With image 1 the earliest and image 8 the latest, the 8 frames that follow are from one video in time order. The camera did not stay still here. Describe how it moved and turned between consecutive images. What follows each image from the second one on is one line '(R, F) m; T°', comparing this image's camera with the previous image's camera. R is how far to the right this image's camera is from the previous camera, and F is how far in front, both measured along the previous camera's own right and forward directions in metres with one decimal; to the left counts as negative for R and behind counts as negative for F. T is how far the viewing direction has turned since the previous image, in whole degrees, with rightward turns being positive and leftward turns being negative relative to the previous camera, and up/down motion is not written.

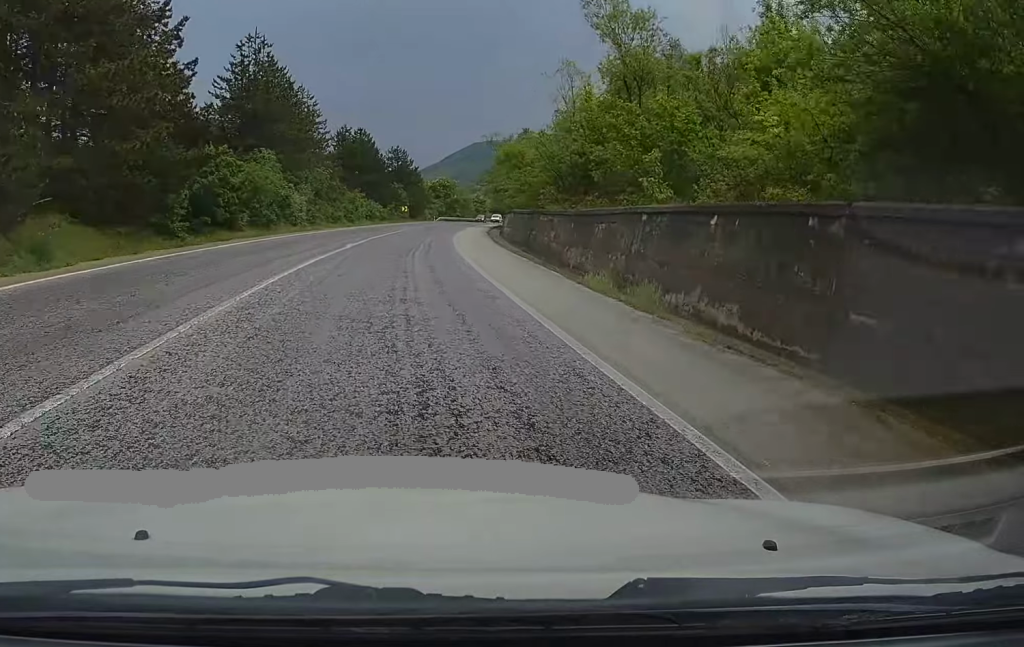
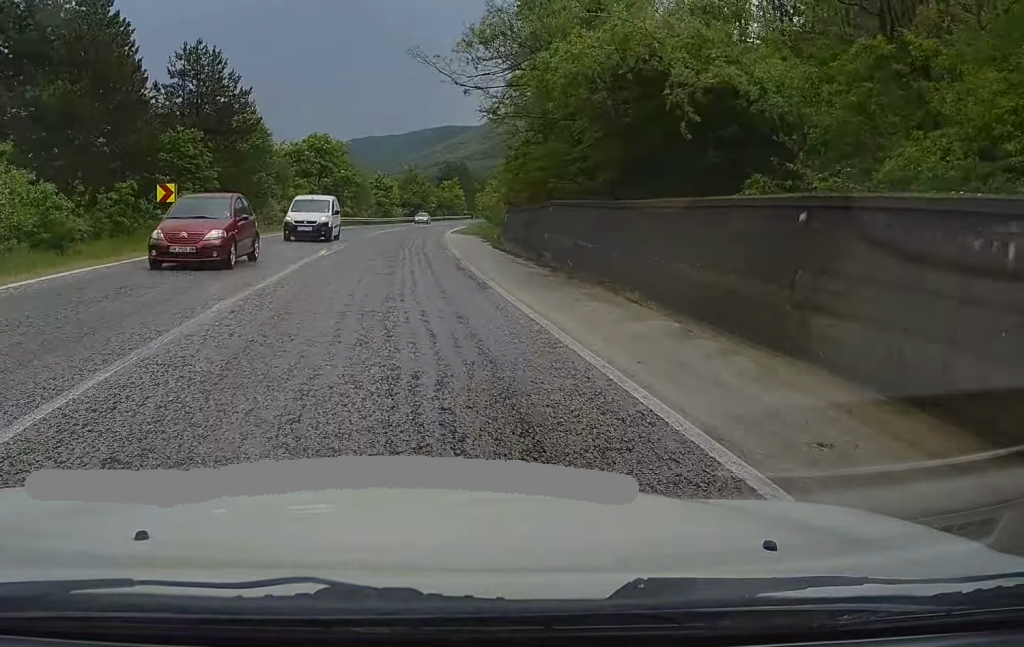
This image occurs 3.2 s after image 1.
(+6.3, +78.5) m; +8°
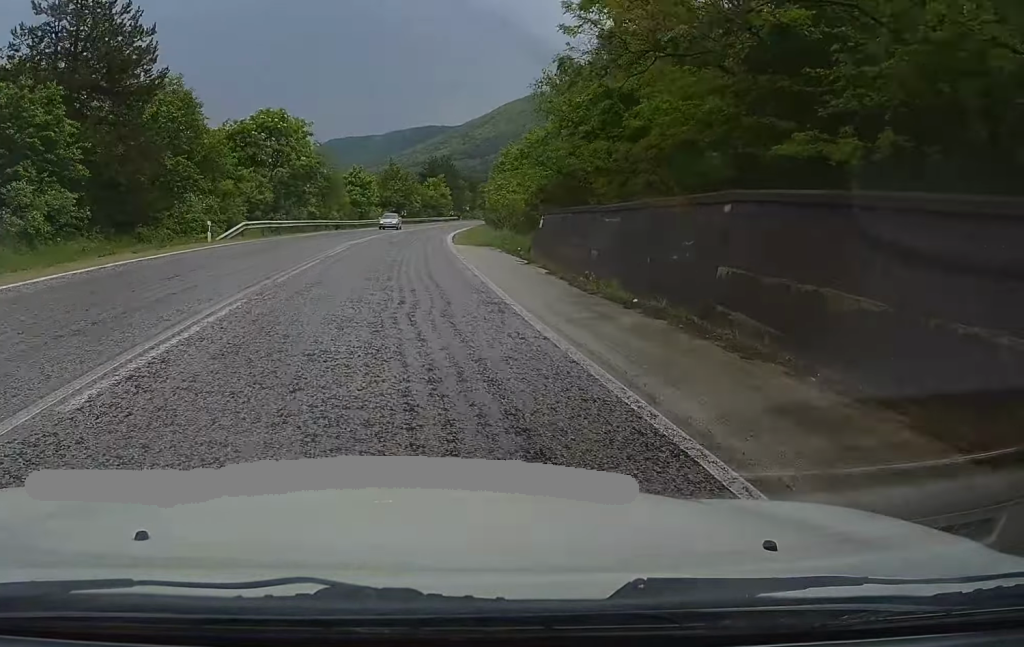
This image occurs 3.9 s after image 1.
(+0.2, +17.4) m; +2°
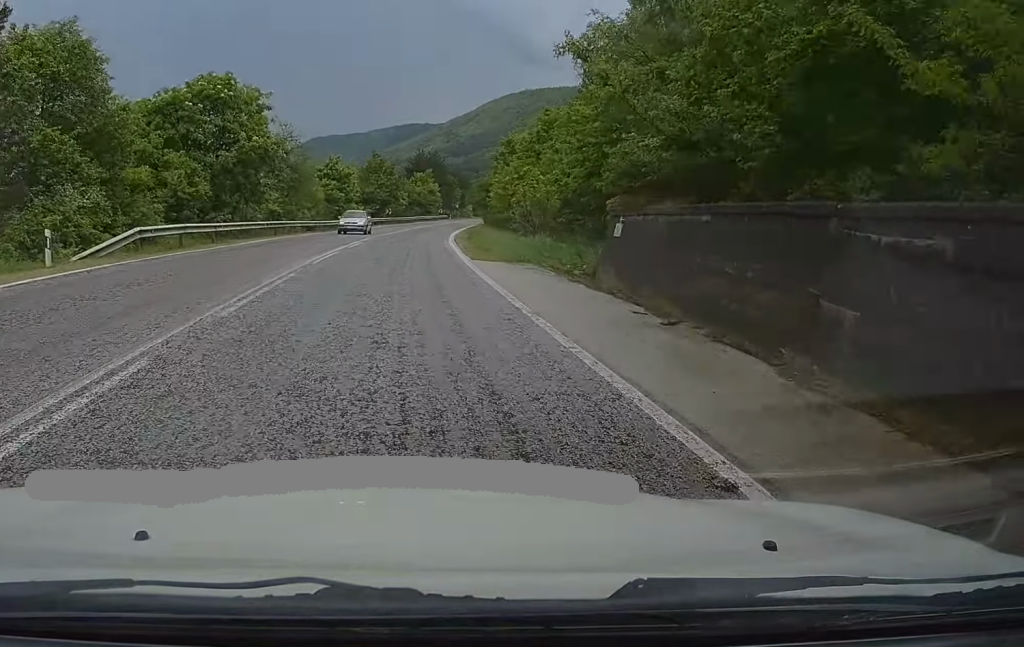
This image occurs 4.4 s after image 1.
(0.0, +13.3) m; +1°
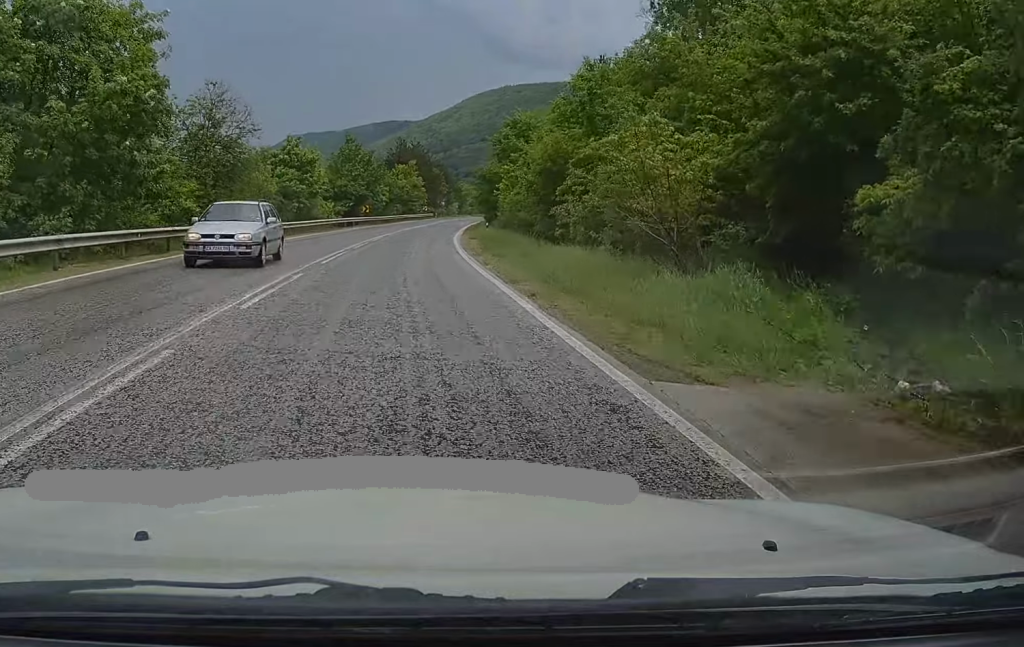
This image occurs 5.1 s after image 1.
(+0.4, +17.4) m; +2°
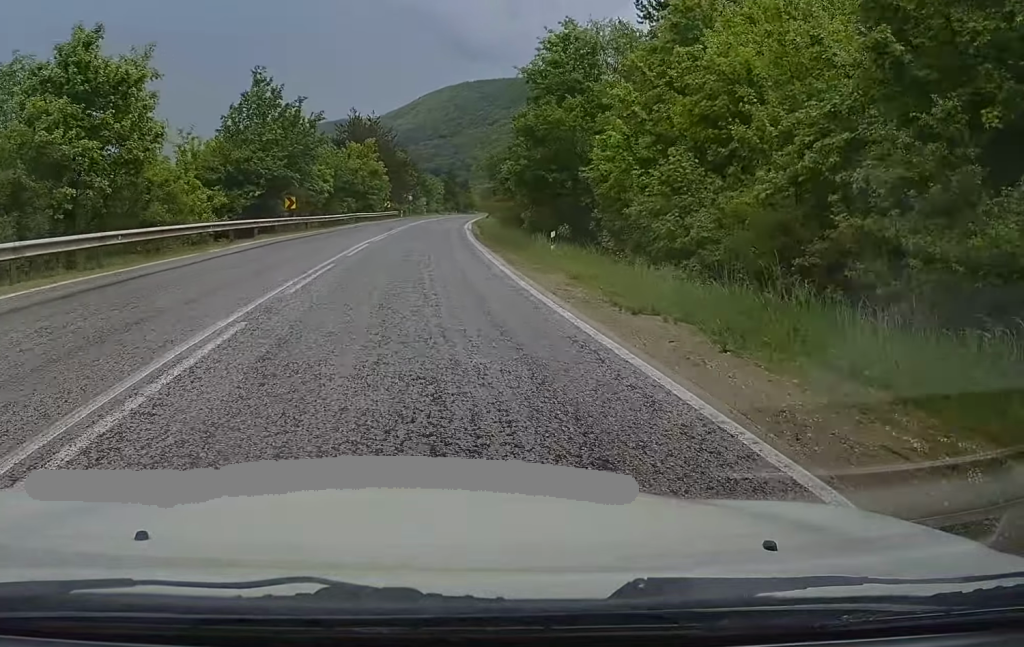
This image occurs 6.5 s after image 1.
(+0.7, +34.1) m; +2°
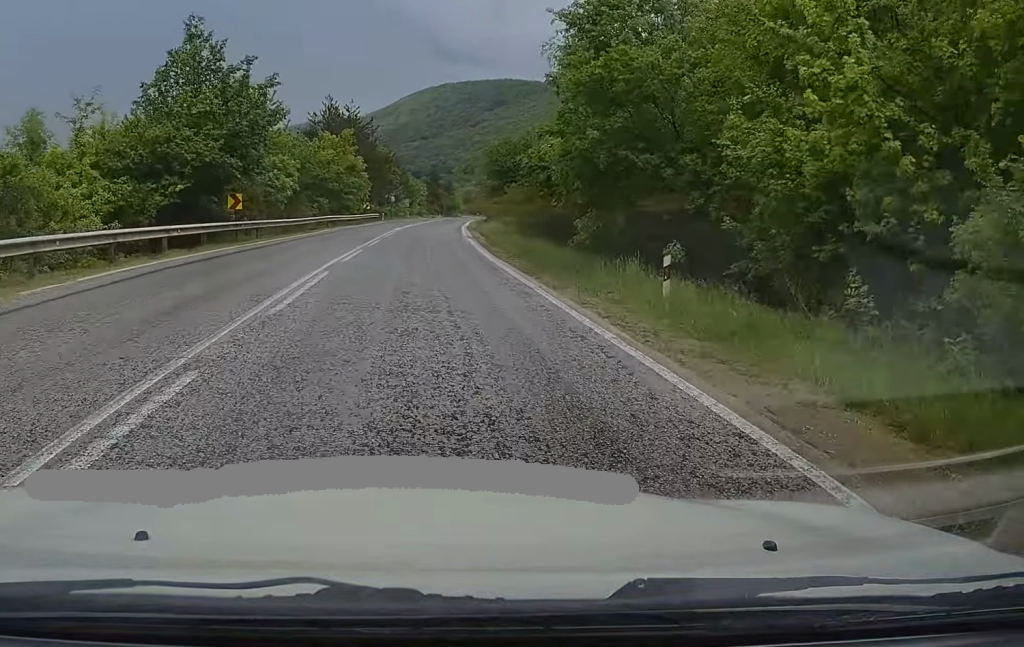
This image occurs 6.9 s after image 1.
(+0.1, +11.6) m; +1°
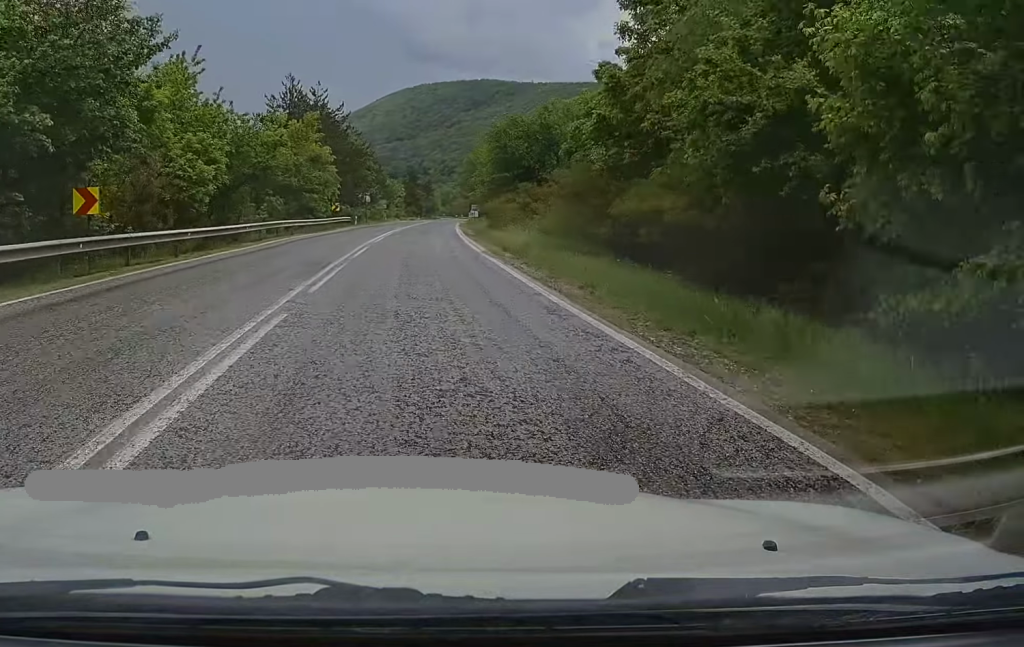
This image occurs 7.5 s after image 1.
(+0.1, +14.9) m; +1°
